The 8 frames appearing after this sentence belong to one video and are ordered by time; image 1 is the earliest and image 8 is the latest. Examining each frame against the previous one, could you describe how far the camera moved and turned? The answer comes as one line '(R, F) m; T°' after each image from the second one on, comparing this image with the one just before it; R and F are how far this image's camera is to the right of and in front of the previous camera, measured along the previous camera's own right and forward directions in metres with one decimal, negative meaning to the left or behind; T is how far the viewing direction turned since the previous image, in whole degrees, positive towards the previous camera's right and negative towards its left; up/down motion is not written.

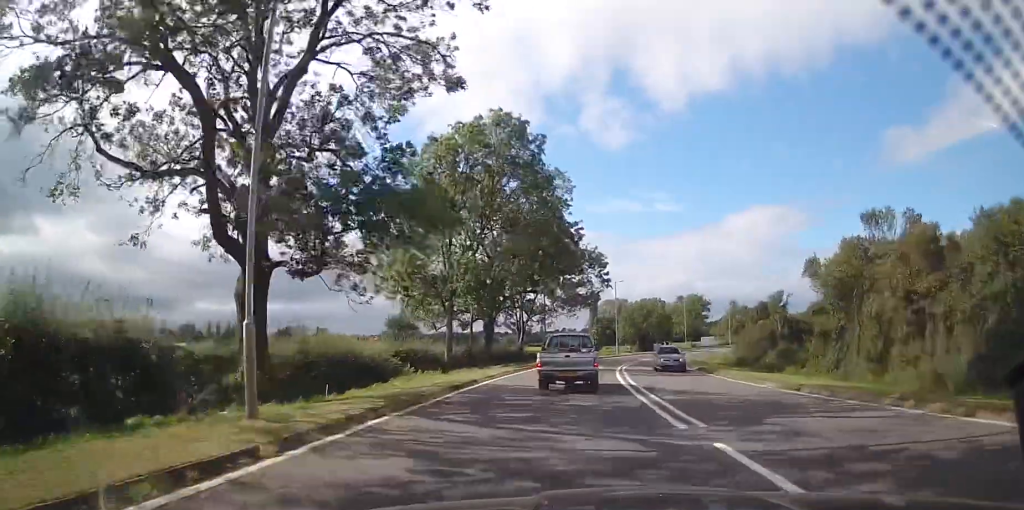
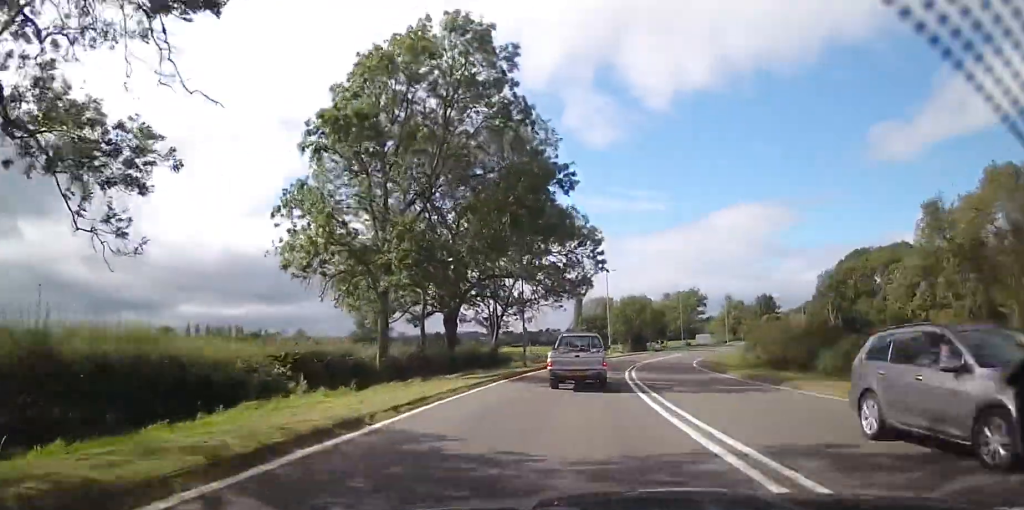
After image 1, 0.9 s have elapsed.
(+0.4, +11.8) m; +3°
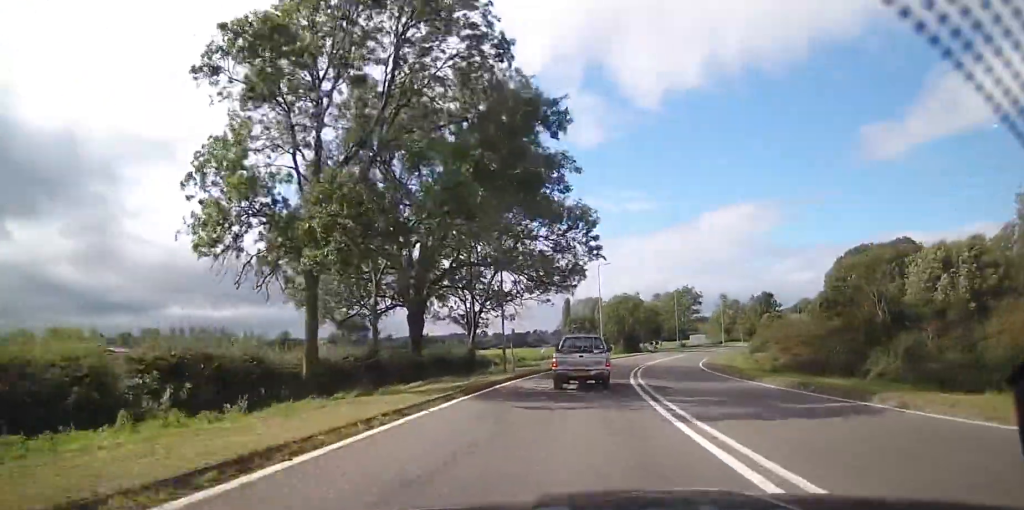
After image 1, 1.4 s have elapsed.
(+0.2, +6.8) m; +2°
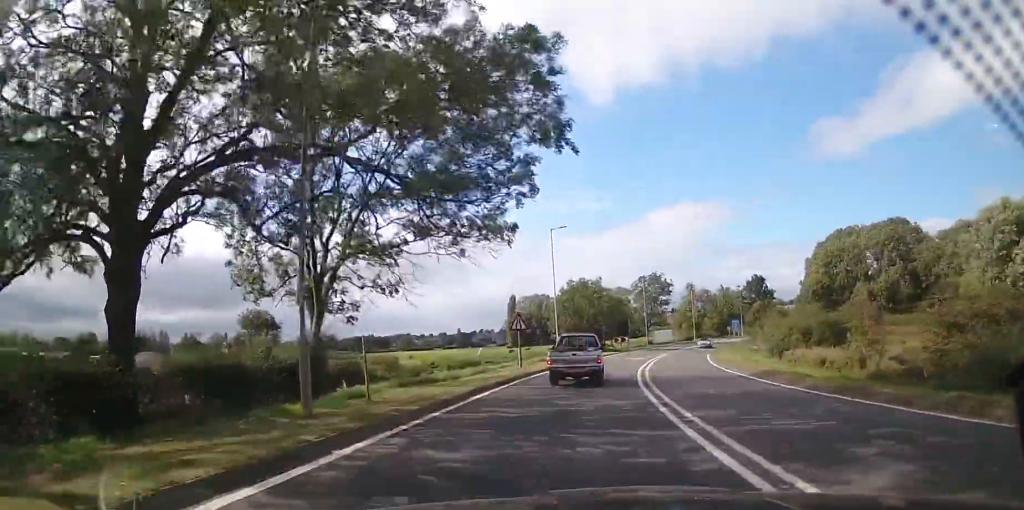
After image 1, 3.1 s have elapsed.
(0.0, +20.4) m; +1°
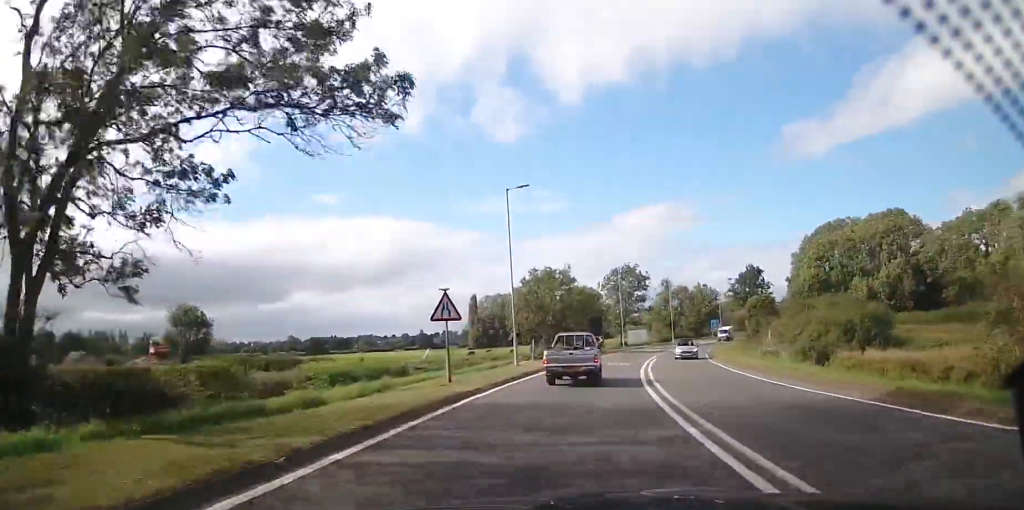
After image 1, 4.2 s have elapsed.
(+0.2, +12.0) m; +4°
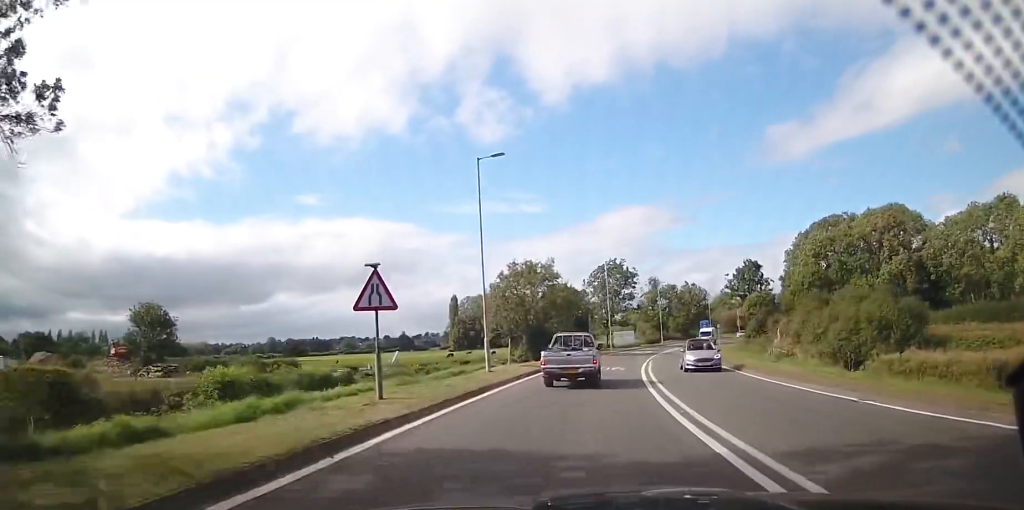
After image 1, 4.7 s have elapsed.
(+0.2, +5.5) m; +4°
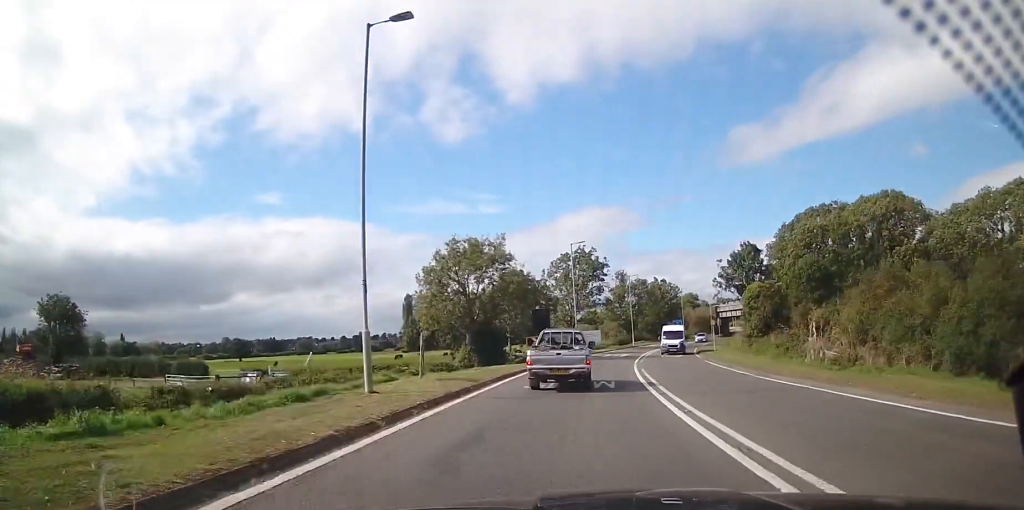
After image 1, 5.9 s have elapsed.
(+1.0, +11.4) m; +8°
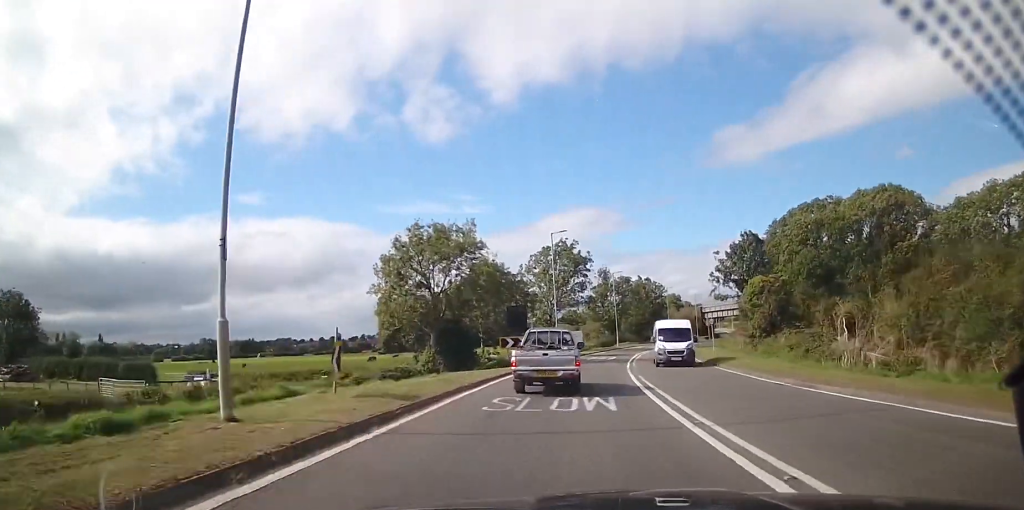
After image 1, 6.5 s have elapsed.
(+0.2, +5.4) m; +2°
